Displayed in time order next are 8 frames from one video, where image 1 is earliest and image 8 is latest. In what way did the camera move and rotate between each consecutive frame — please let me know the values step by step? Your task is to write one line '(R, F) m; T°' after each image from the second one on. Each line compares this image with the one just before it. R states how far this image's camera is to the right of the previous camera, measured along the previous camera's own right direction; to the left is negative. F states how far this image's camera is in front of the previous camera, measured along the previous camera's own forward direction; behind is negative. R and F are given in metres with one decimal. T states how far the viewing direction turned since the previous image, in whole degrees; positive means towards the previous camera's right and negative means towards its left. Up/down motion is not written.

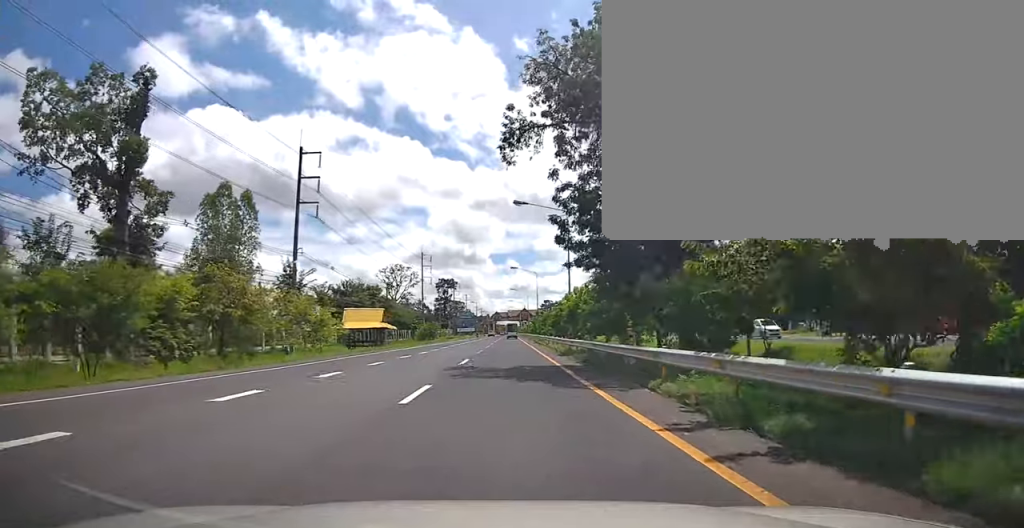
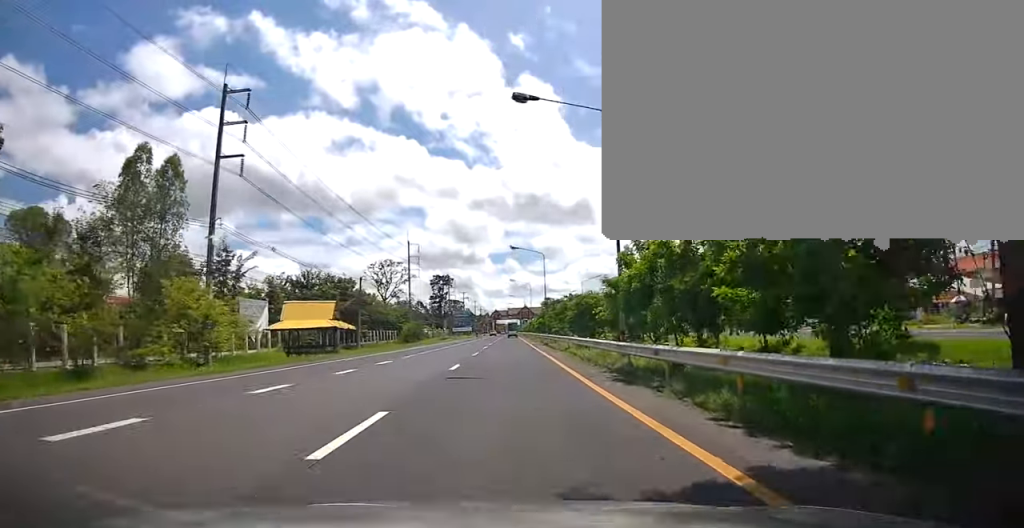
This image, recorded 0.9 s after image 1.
(-0.1, +16.2) m; 0°
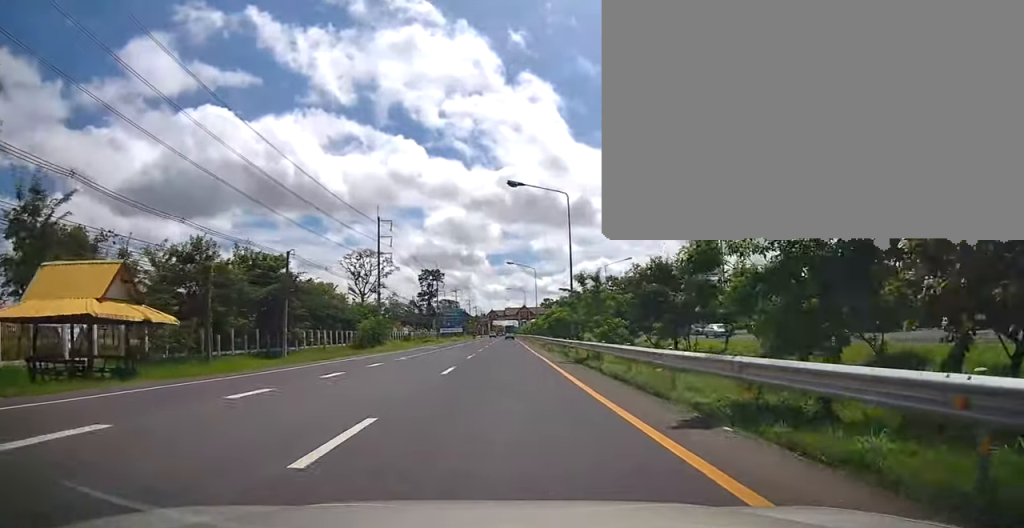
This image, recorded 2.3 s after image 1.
(+0.2, +24.8) m; 0°
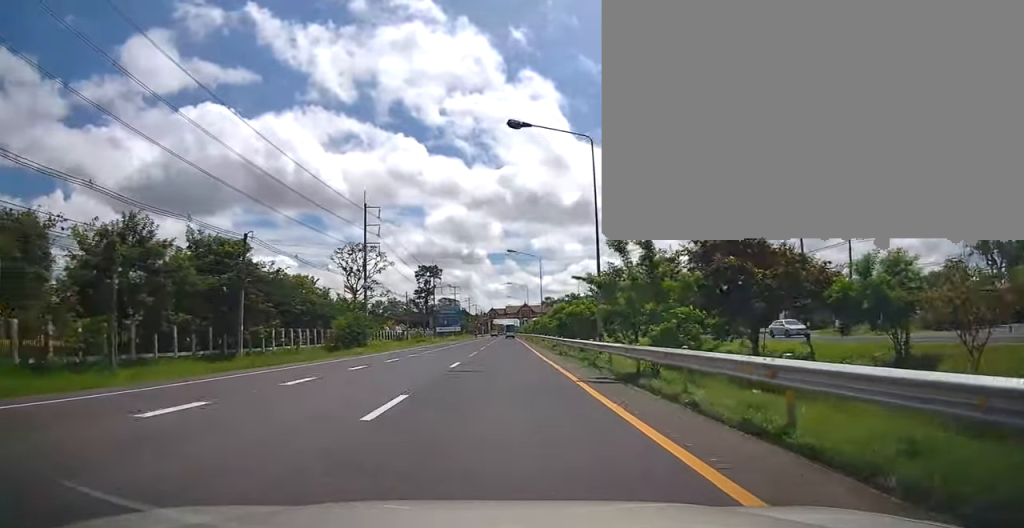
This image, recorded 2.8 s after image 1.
(-0.1, +9.0) m; 0°
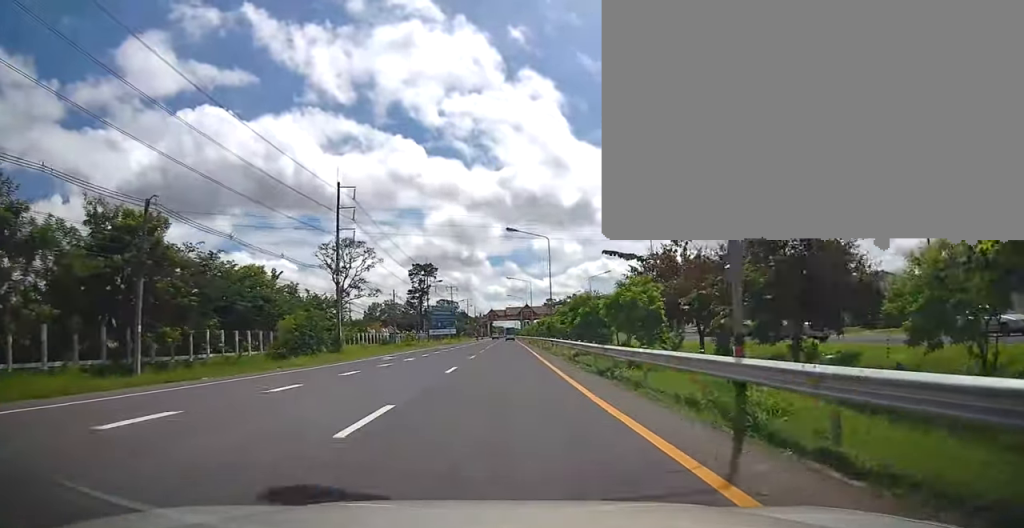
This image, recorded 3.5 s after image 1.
(-0.2, +12.9) m; 0°
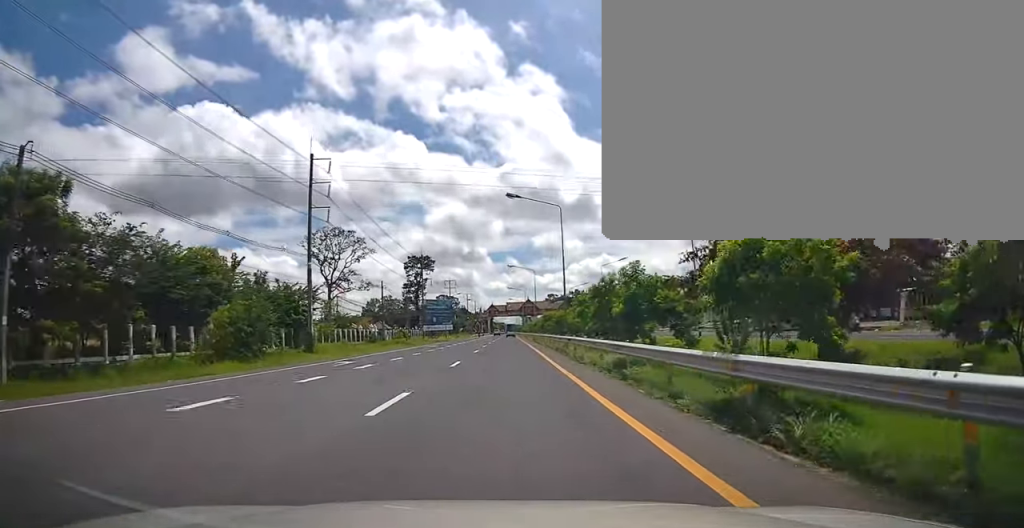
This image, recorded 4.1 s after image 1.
(+0.2, +9.9) m; 0°
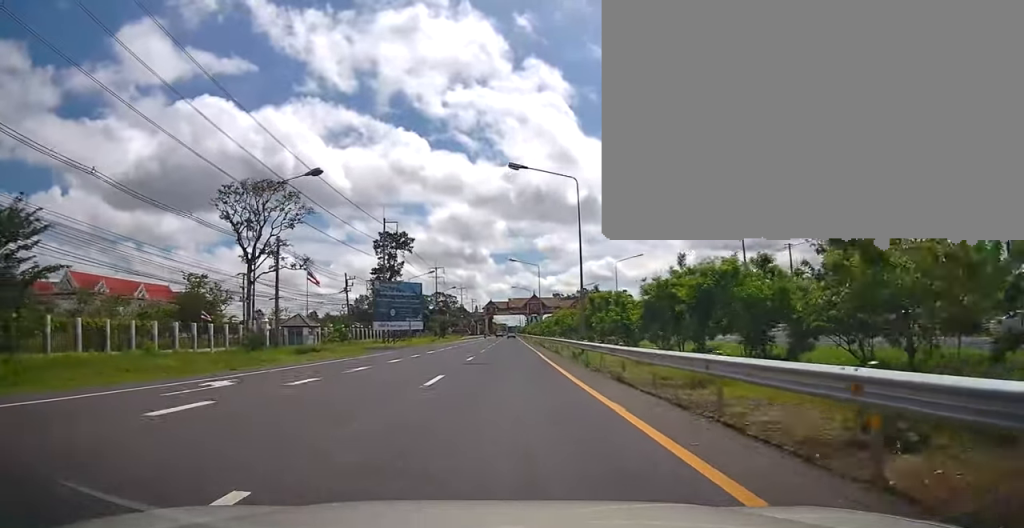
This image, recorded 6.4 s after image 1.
(-0.5, +42.9) m; 0°
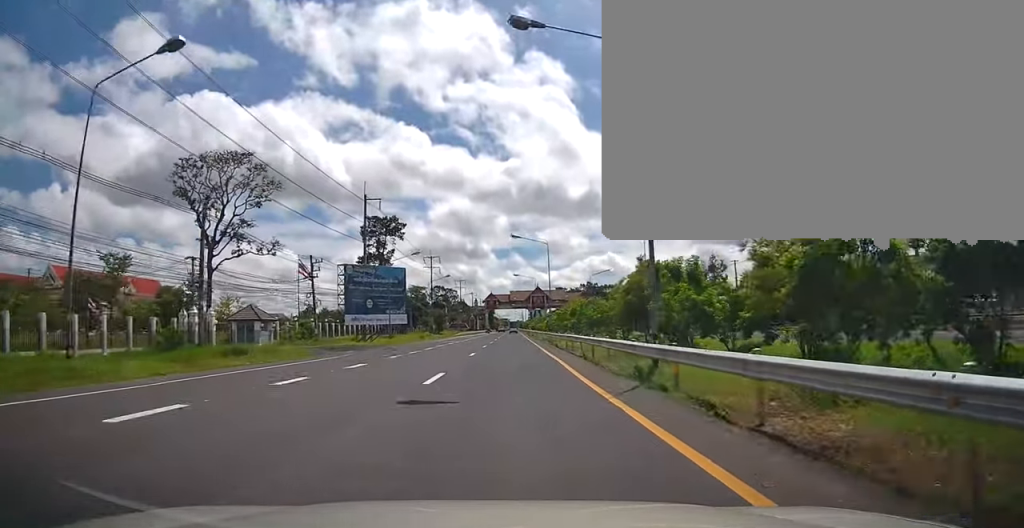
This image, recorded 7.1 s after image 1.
(+0.2, +13.1) m; 0°
